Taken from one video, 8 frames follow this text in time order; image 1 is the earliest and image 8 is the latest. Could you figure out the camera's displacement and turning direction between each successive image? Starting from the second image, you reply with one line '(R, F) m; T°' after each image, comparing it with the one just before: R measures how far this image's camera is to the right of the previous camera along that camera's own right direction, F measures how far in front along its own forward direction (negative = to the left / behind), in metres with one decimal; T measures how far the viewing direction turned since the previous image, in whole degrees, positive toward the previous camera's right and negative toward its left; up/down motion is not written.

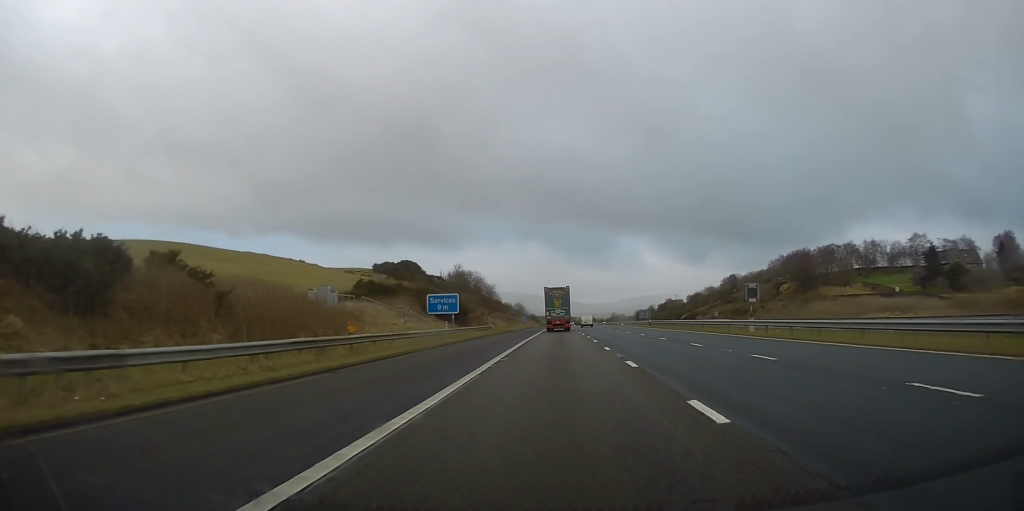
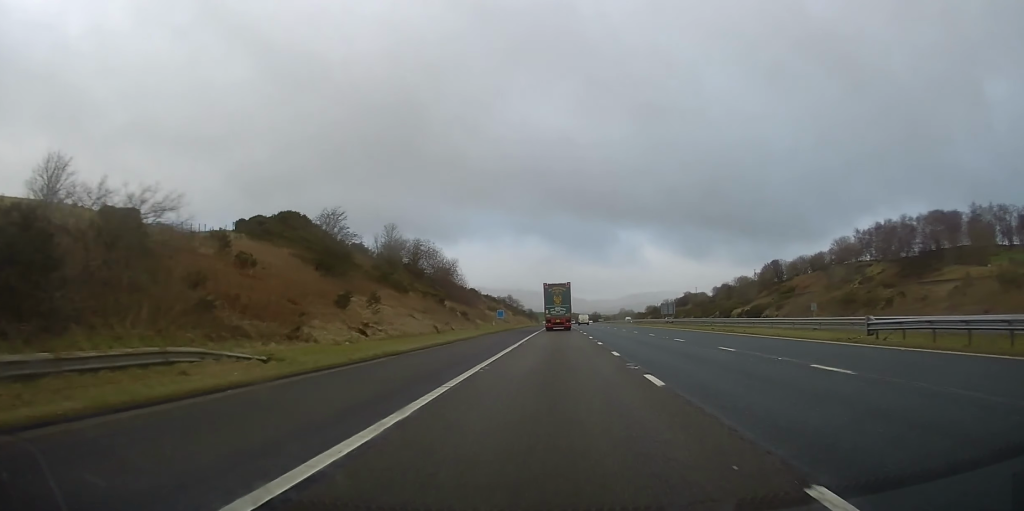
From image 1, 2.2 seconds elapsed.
(+0.5, +58.6) m; +1°
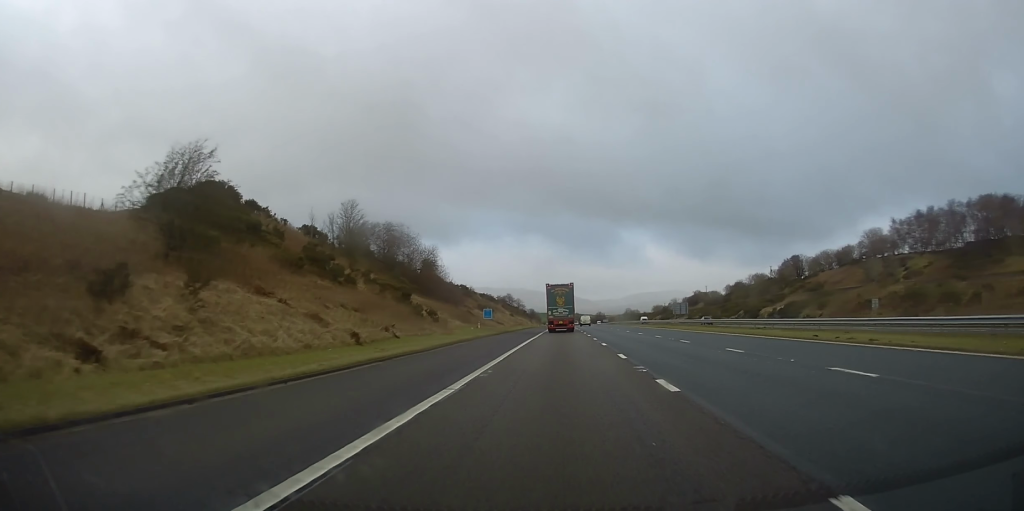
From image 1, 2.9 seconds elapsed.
(0.0, +18.7) m; 0°
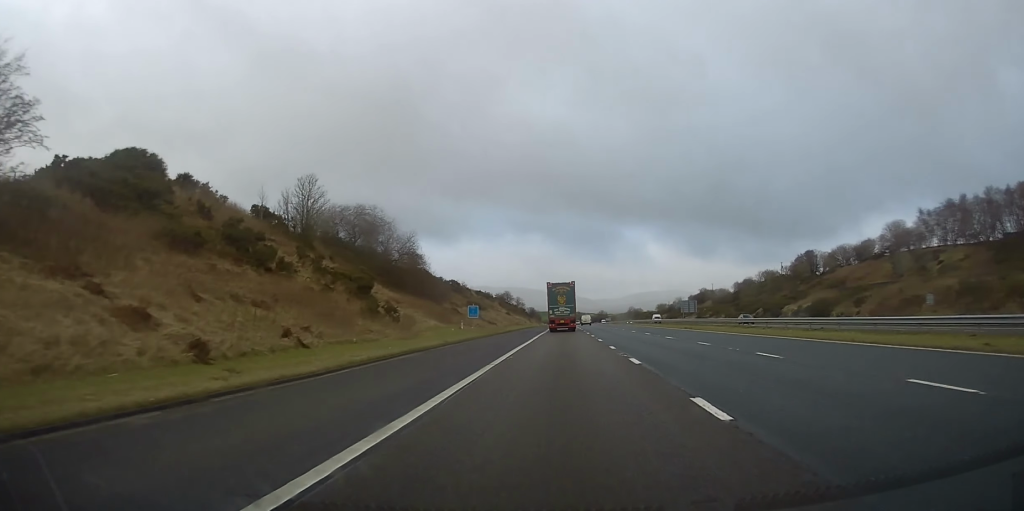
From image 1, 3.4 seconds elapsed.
(0.0, +12.4) m; 0°
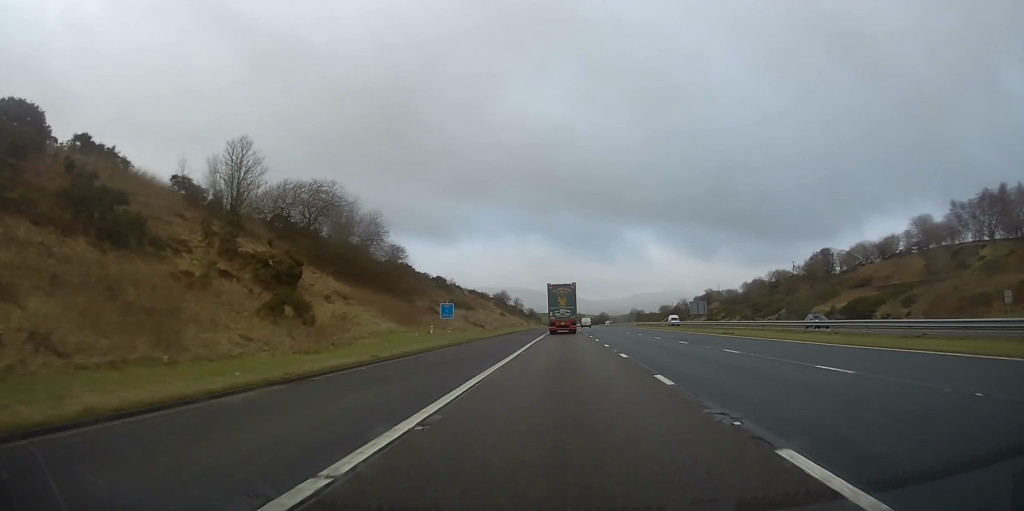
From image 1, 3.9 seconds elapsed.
(0.0, +13.0) m; 0°
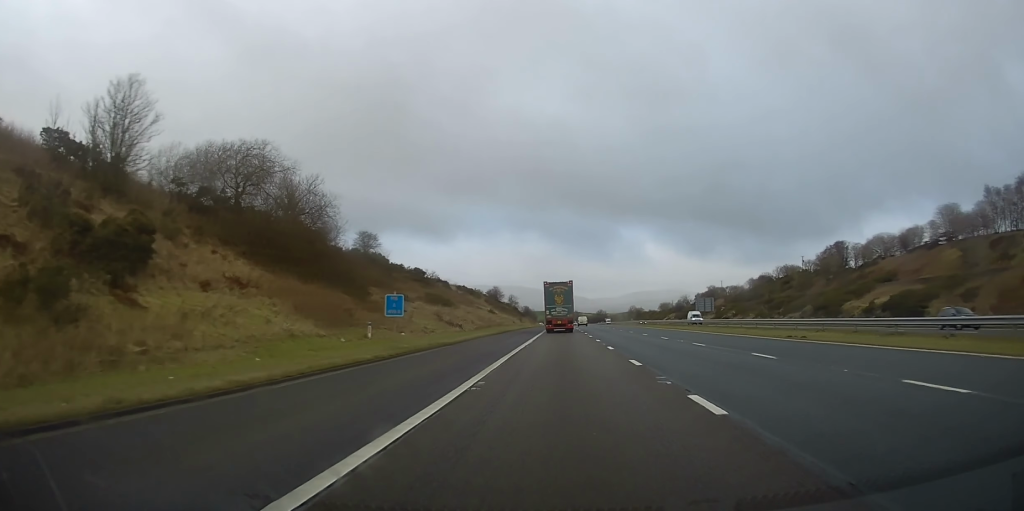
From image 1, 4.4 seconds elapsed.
(0.0, +12.8) m; 0°
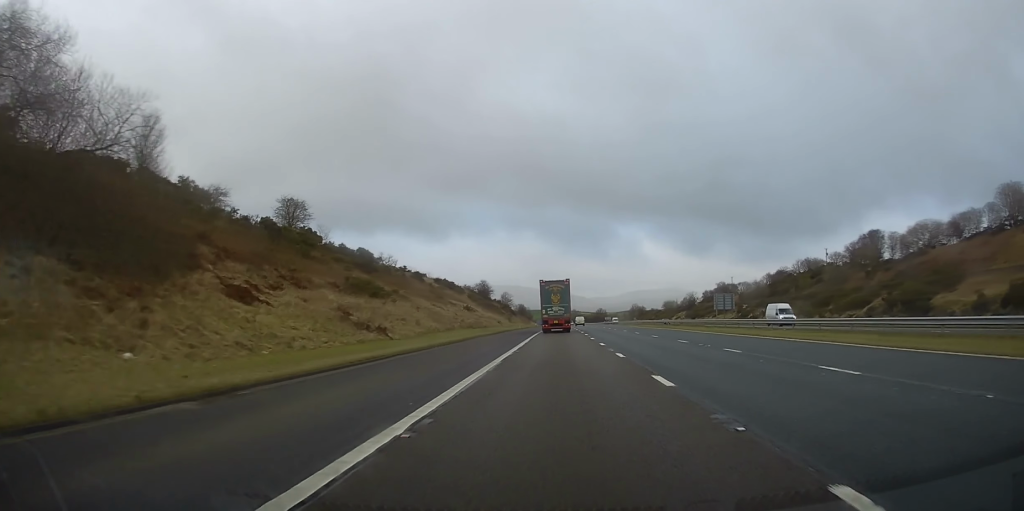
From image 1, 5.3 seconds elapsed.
(0.0, +24.1) m; 0°
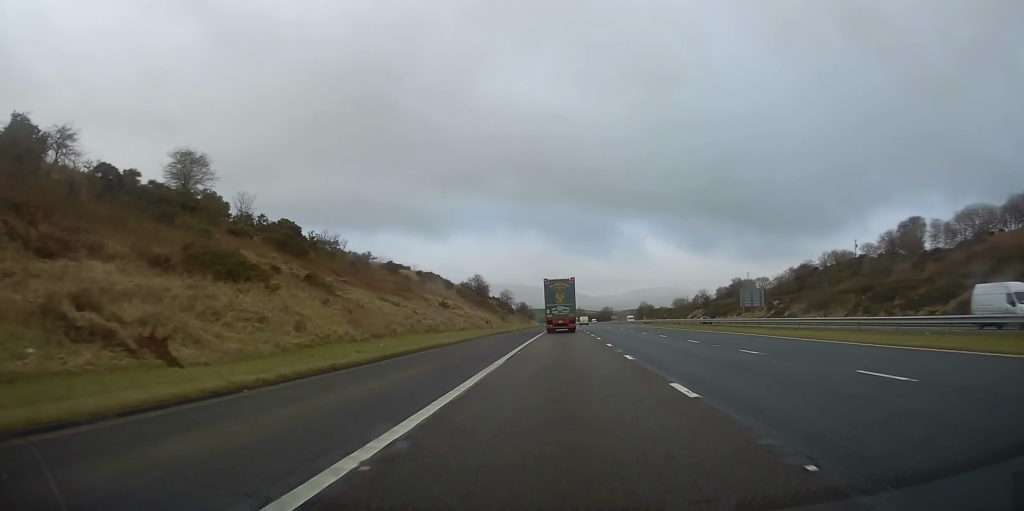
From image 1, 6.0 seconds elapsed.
(0.0, +19.4) m; 0°
